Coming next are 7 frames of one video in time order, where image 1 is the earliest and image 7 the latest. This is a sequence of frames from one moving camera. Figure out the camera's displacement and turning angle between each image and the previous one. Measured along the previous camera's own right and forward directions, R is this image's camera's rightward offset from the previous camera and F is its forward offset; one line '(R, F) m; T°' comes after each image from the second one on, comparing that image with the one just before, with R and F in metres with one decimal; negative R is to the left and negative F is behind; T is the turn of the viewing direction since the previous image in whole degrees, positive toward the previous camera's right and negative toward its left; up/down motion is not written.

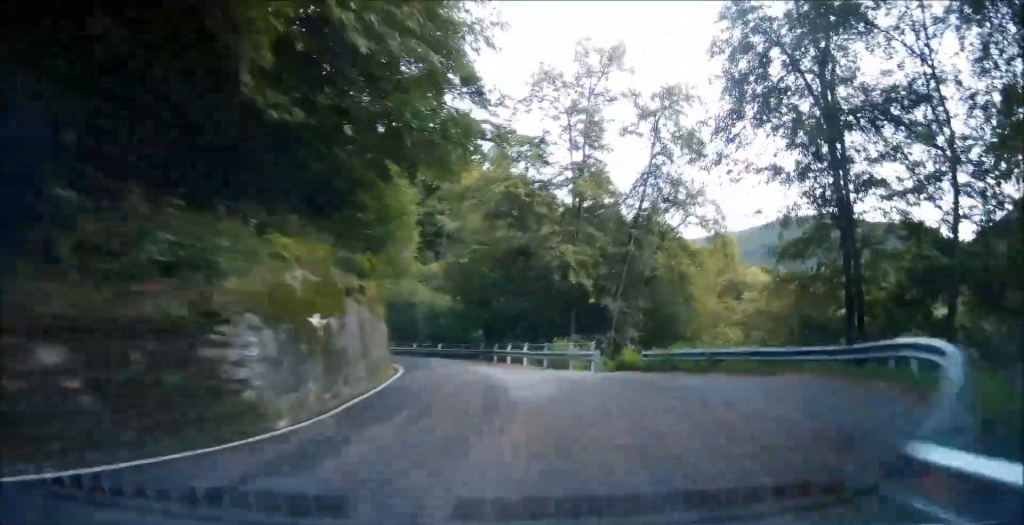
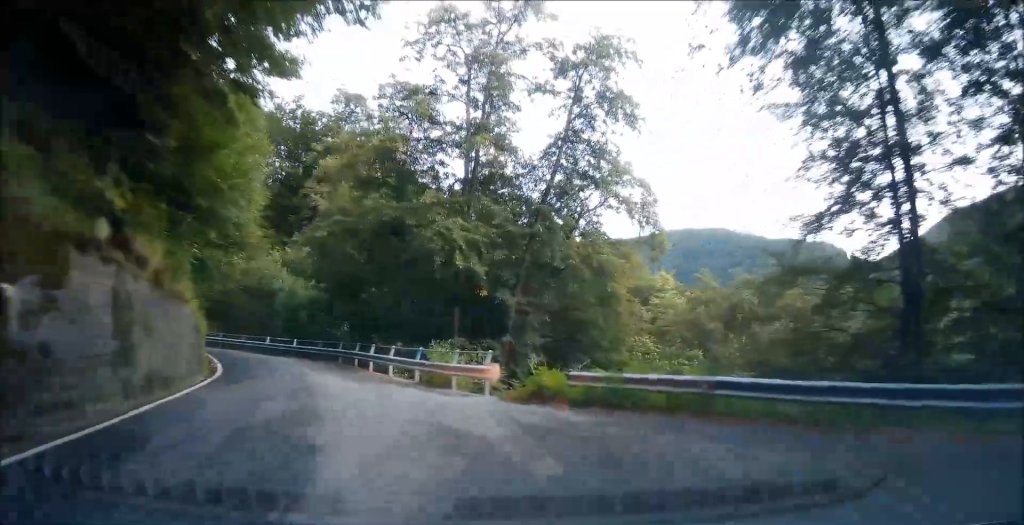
(-0.3, +8.3) m; -4°
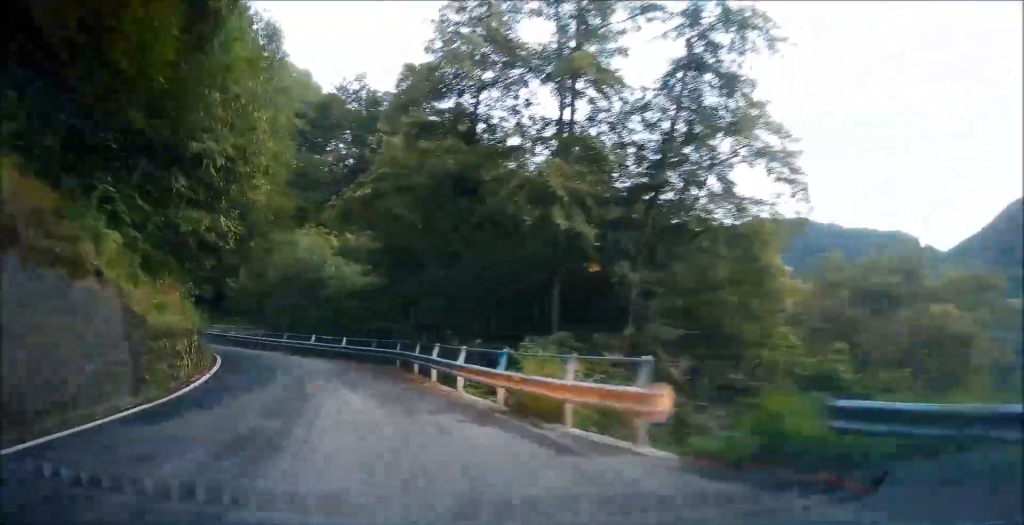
(-0.2, +8.1) m; -2°
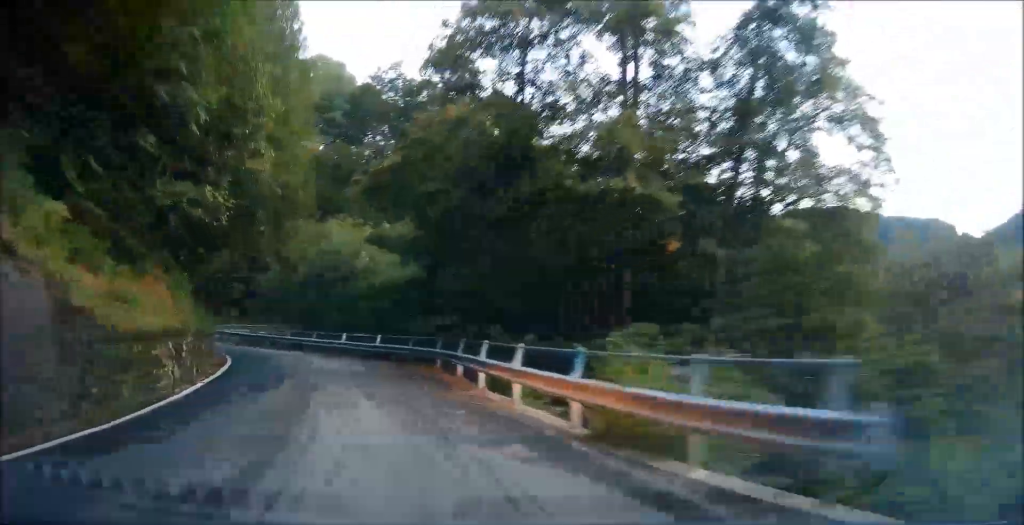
(+0.1, +3.3) m; 0°
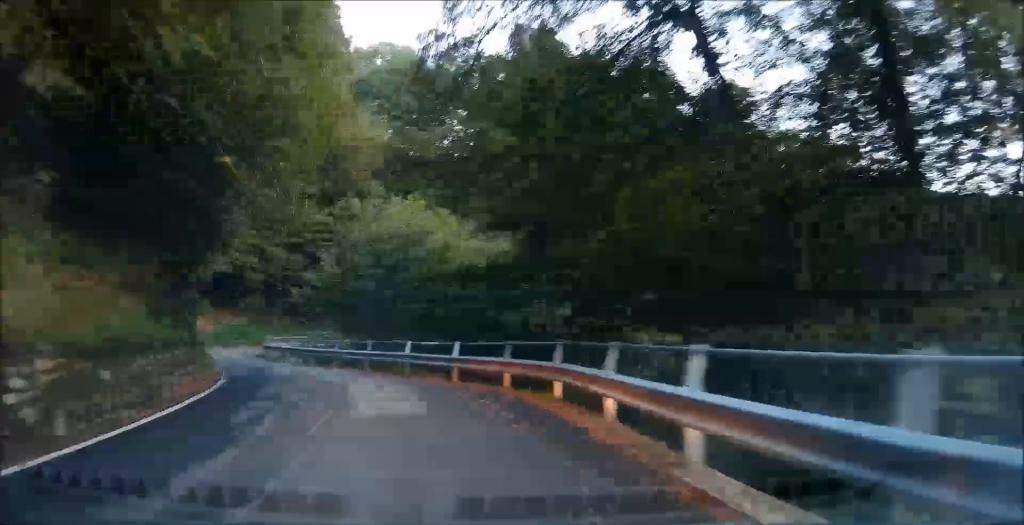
(-0.3, +8.5) m; -11°
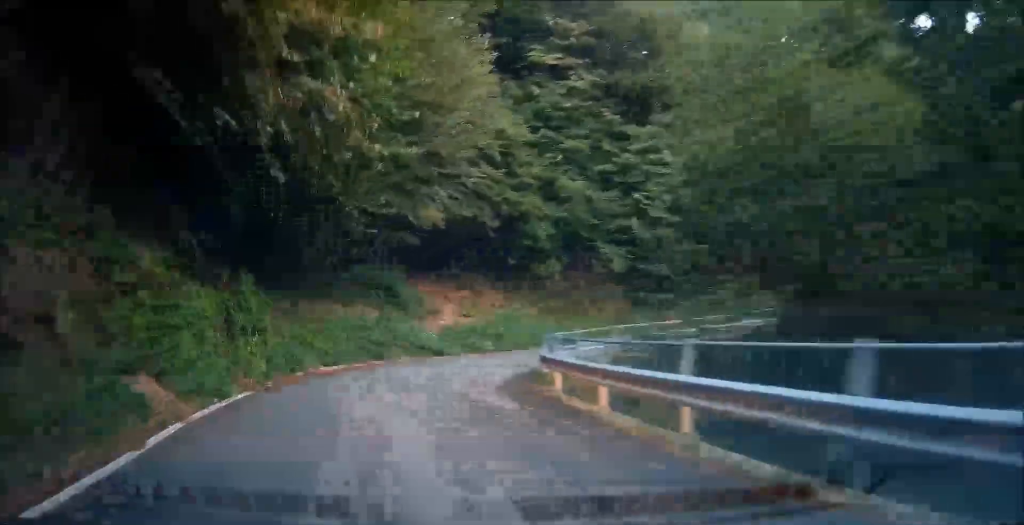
(-4.2, +20.1) m; -17°
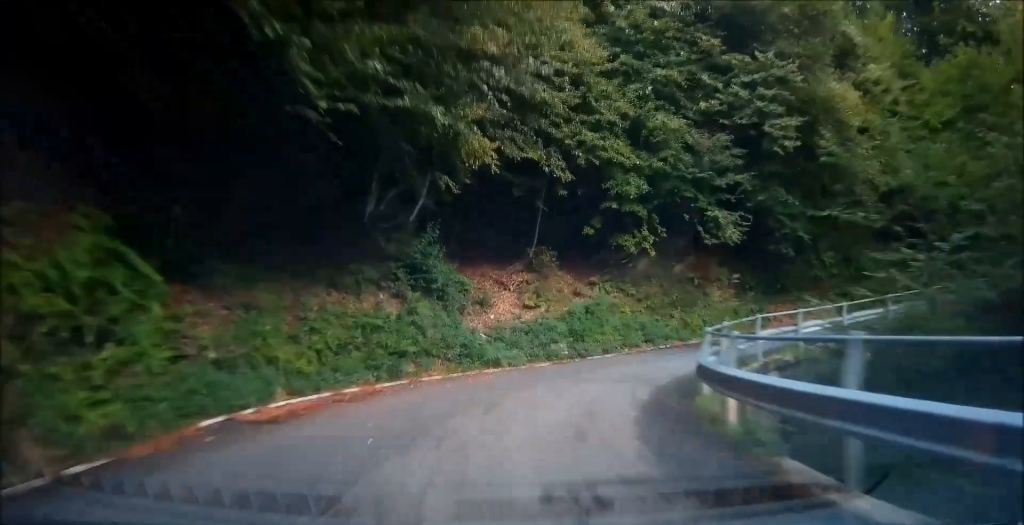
(-0.7, +9.5) m; -3°
